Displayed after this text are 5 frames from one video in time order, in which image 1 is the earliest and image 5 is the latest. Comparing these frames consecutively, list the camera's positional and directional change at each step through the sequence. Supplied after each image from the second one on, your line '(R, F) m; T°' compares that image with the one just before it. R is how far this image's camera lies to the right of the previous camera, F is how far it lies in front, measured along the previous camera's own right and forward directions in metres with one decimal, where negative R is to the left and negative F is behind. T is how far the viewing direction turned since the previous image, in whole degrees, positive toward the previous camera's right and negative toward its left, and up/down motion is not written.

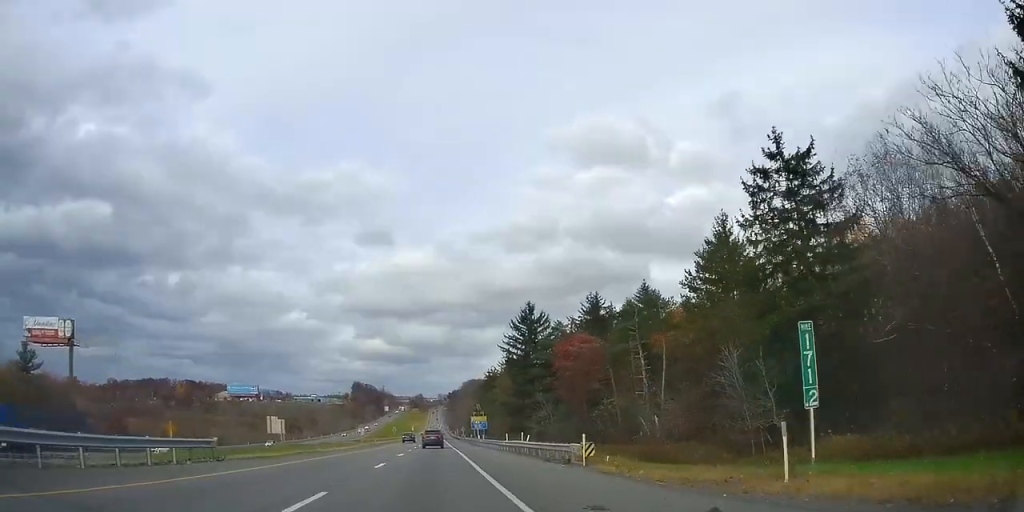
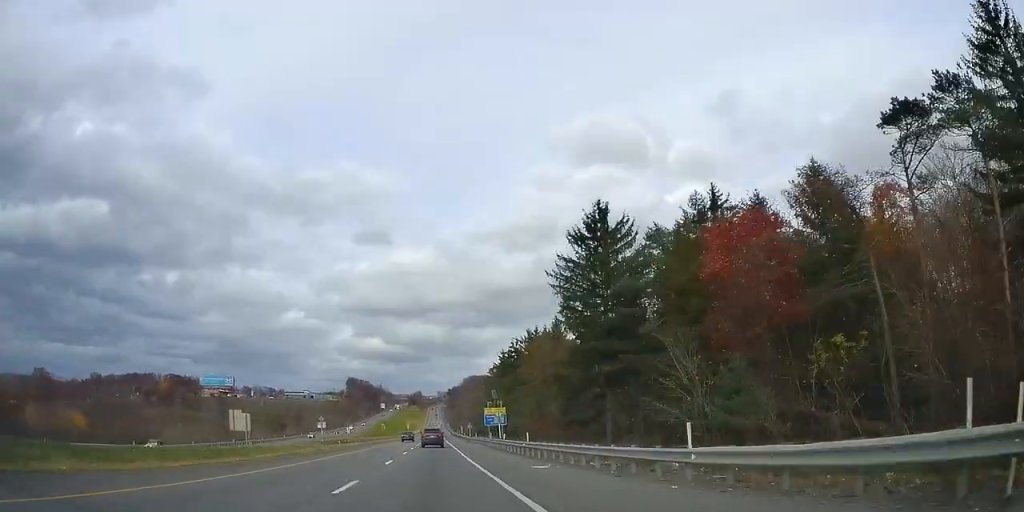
(-0.2, +32.7) m; 0°
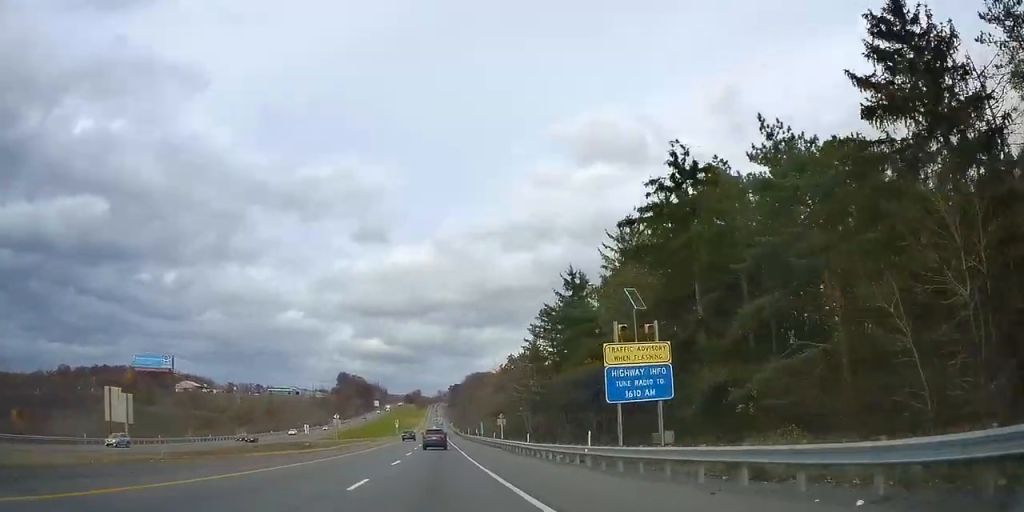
(-0.6, +59.3) m; -1°
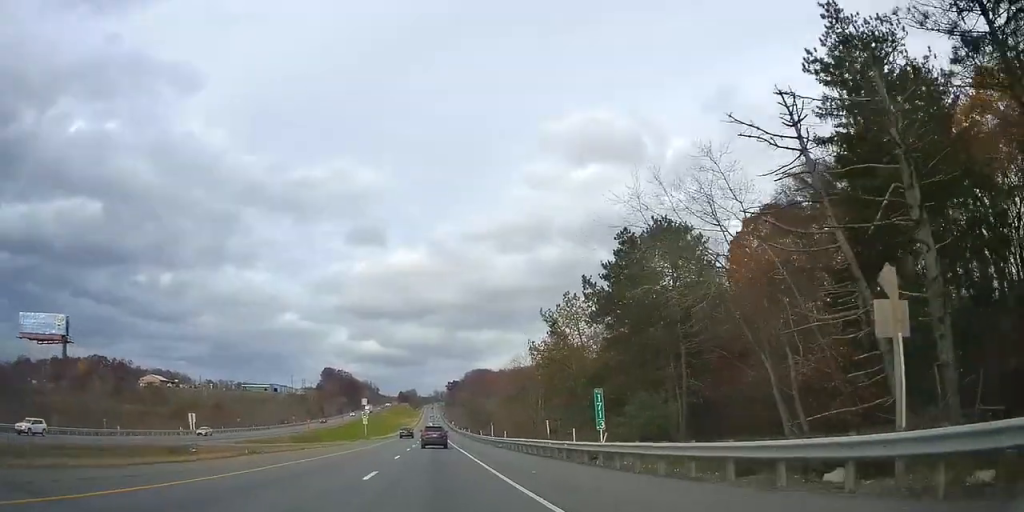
(+0.5, +58.1) m; +1°
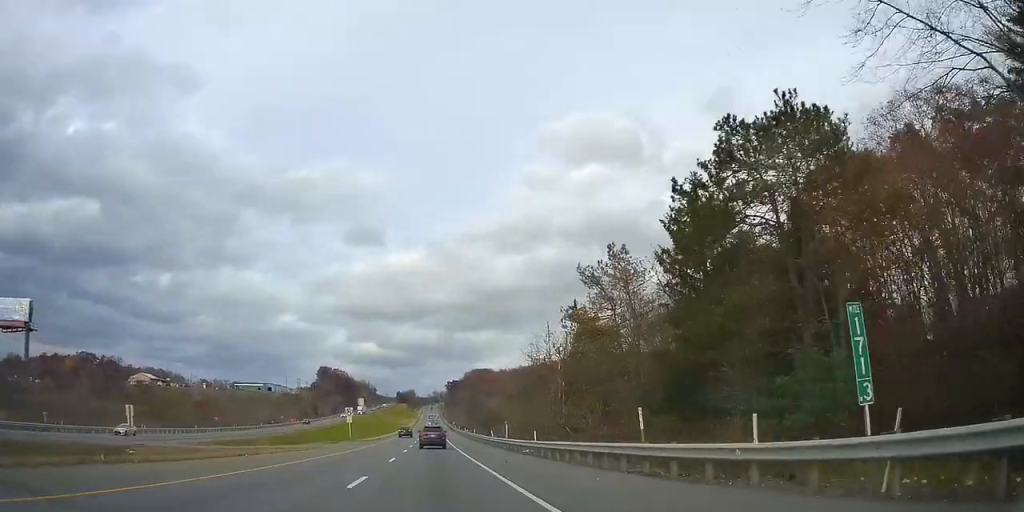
(0.0, +14.5) m; 0°
